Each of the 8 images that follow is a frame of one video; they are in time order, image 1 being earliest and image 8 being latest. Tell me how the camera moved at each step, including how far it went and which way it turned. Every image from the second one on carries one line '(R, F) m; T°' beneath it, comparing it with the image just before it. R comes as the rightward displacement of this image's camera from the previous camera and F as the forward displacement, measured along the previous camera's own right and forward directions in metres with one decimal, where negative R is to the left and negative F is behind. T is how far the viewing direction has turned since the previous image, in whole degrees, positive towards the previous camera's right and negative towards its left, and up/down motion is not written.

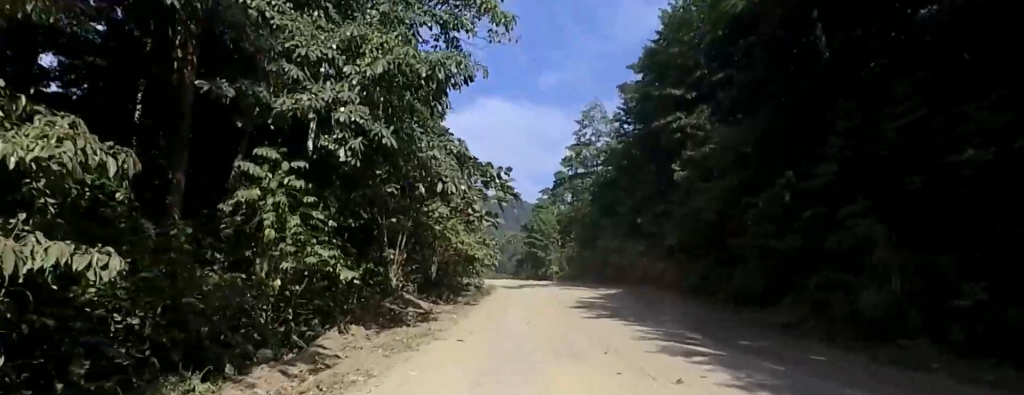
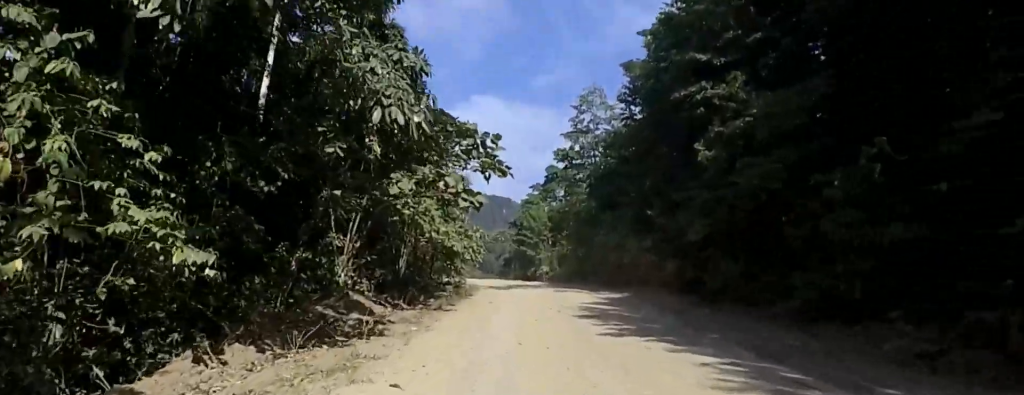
(0.0, +5.3) m; 0°
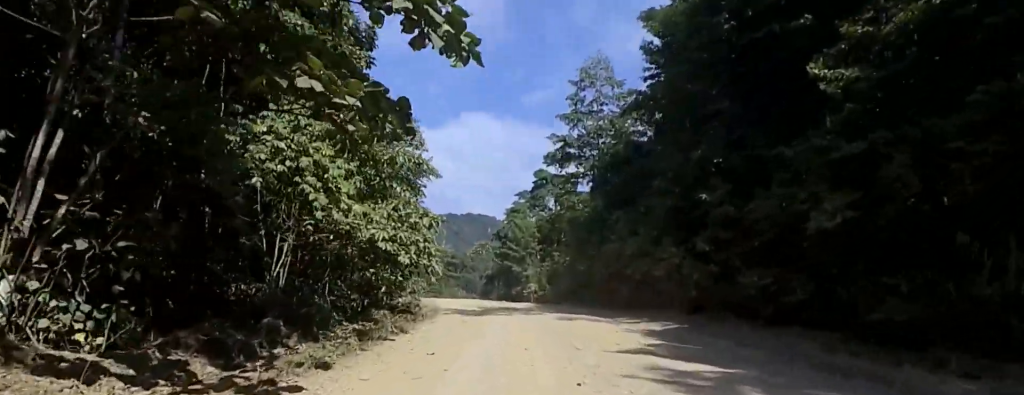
(+0.7, +11.4) m; +7°
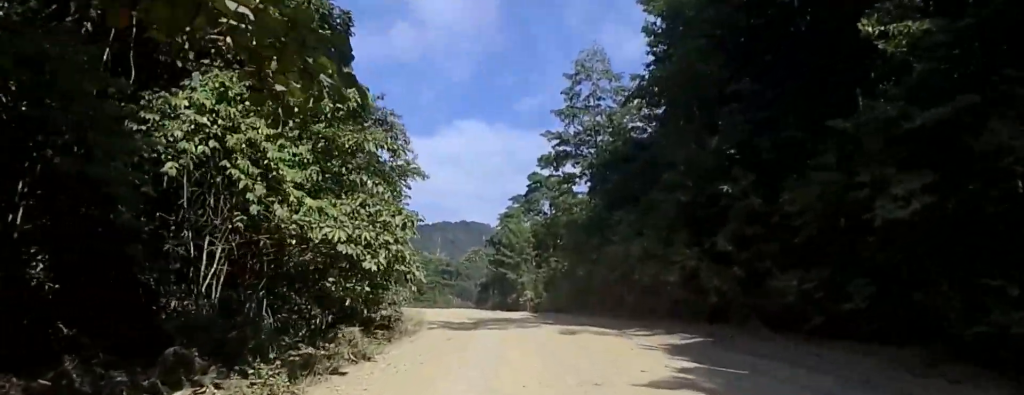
(+0.1, +2.8) m; +2°
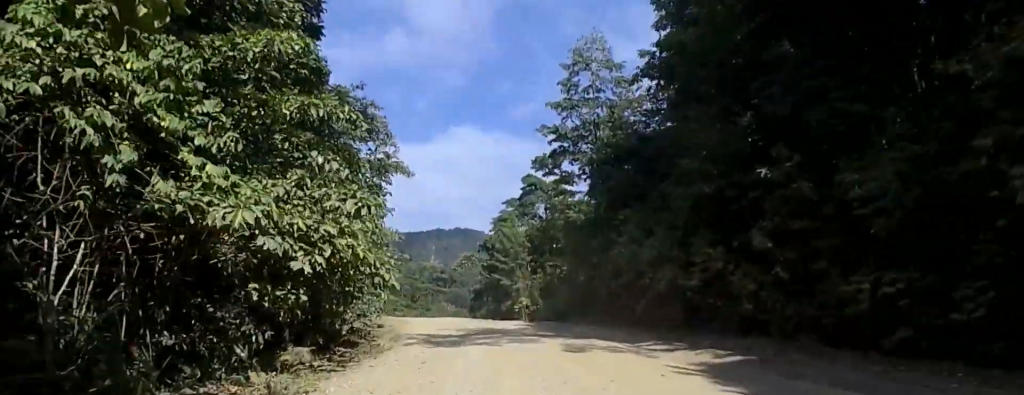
(0.0, +3.3) m; 0°
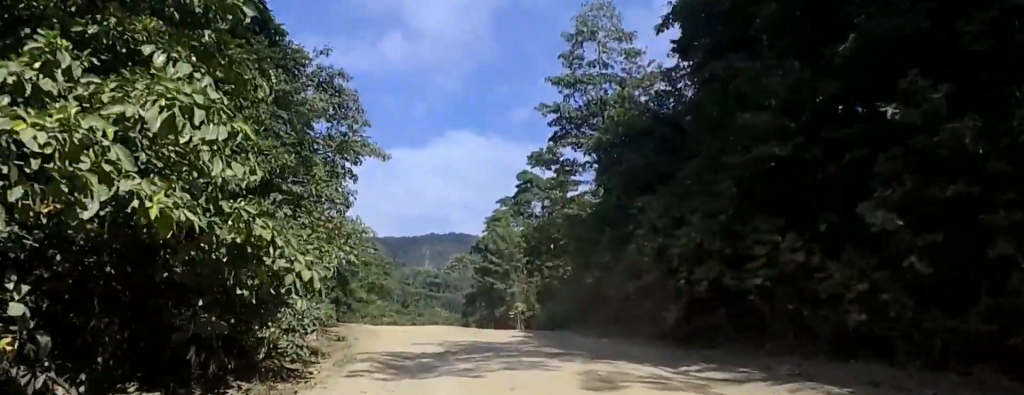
(0.0, +5.2) m; 0°
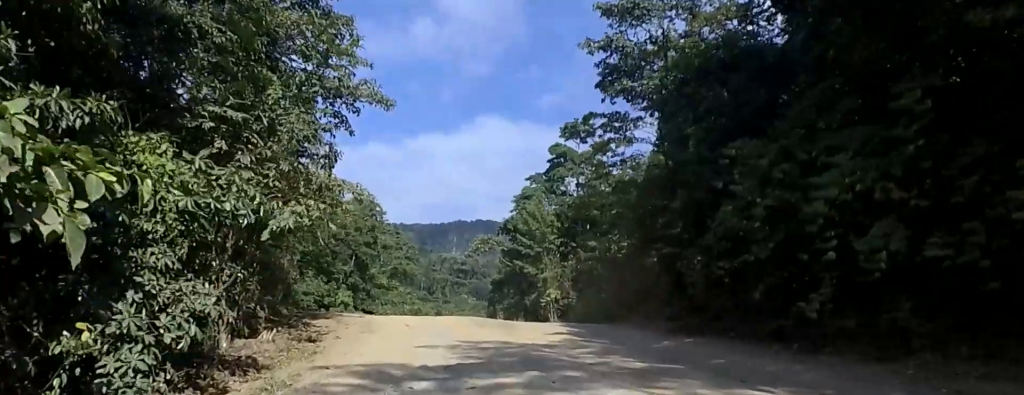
(0.0, +6.4) m; 0°
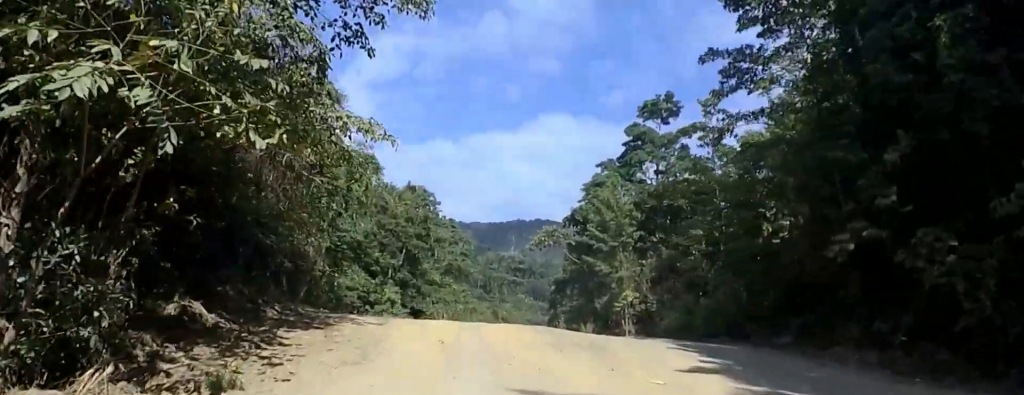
(0.0, +7.9) m; 0°
